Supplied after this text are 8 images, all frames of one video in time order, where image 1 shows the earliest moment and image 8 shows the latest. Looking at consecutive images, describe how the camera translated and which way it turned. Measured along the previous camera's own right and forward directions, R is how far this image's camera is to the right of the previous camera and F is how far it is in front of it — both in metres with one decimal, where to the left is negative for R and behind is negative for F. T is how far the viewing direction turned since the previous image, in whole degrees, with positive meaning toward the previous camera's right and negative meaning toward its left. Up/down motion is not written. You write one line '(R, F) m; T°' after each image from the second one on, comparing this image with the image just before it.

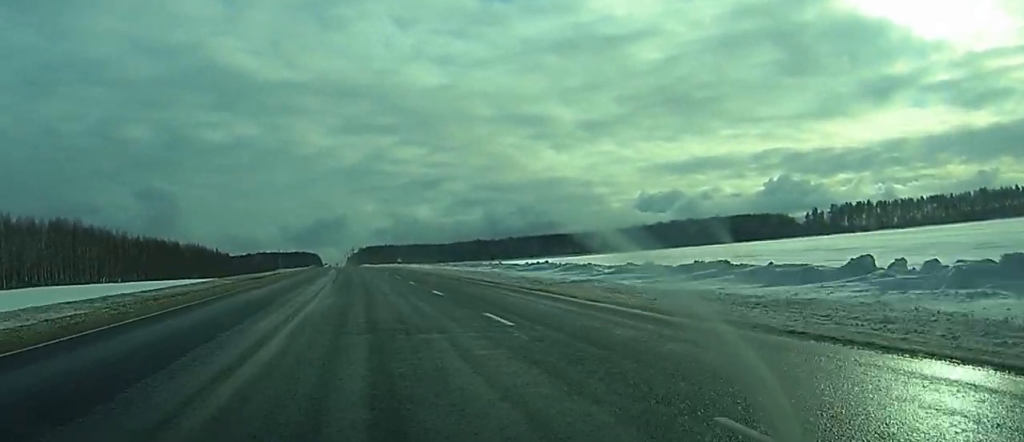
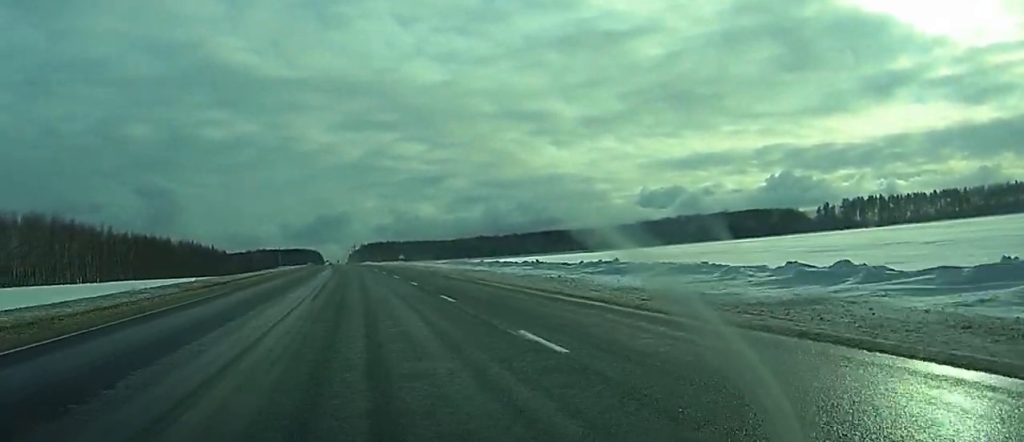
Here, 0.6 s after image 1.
(+0.2, +16.4) m; 0°
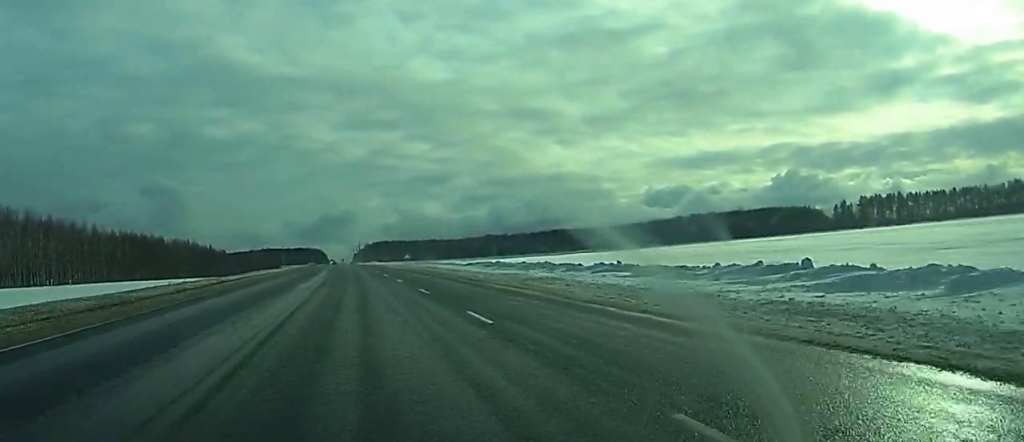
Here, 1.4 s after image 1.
(-0.3, +19.0) m; -1°
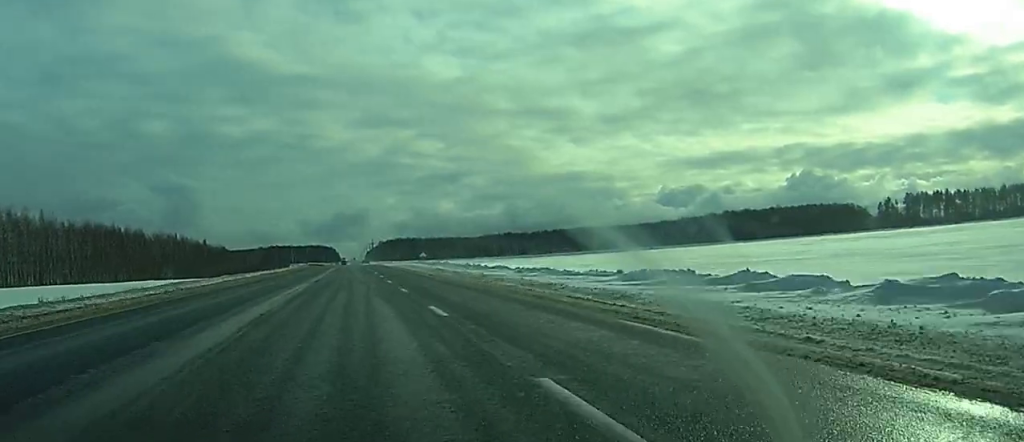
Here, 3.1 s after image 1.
(-0.5, +45.3) m; -1°
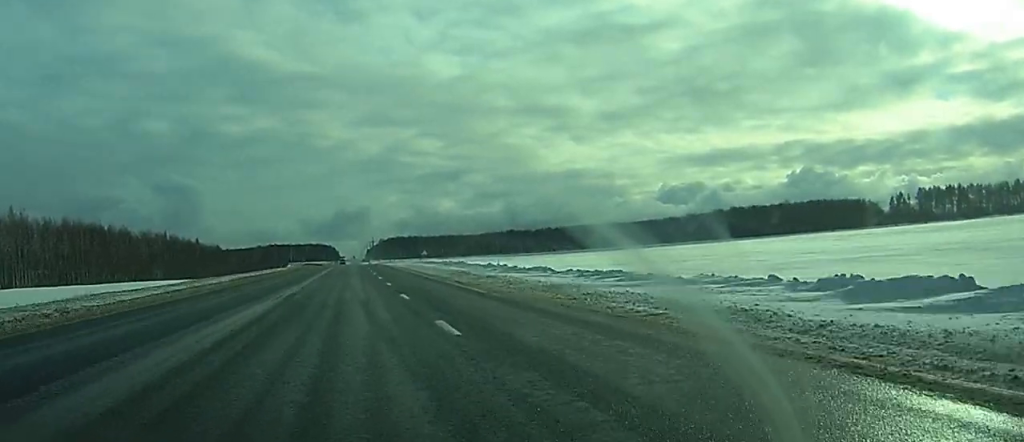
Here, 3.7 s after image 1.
(0.0, +15.8) m; 0°
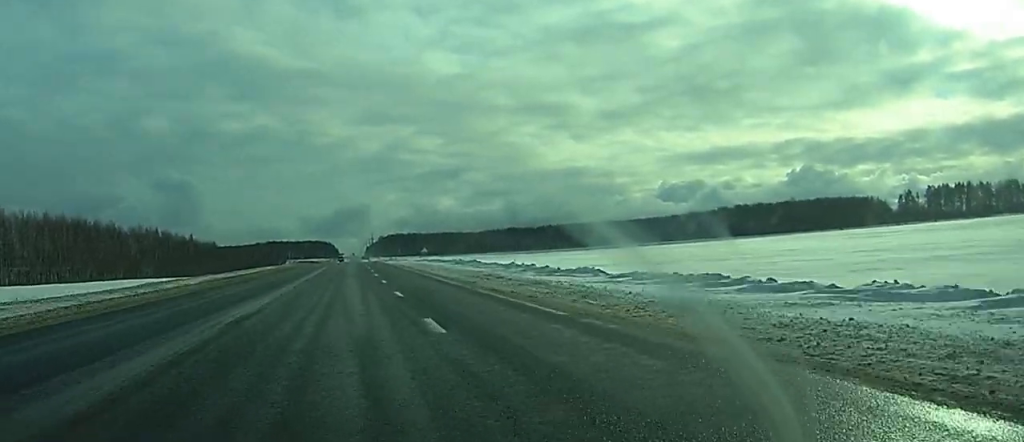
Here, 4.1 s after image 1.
(0.0, +11.4) m; 0°
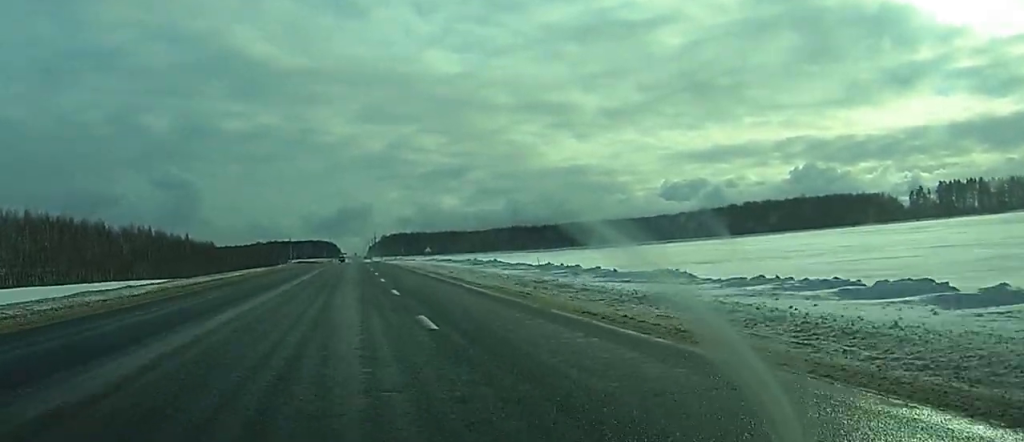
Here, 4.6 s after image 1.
(0.0, +11.4) m; 0°
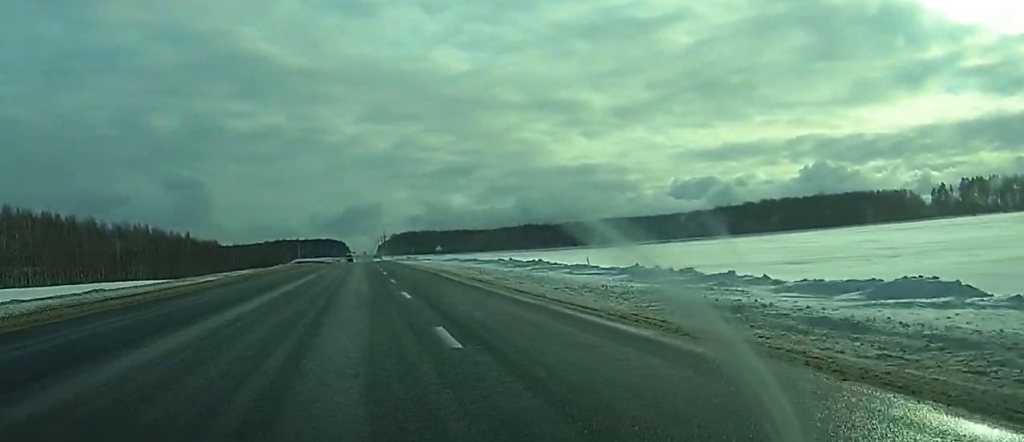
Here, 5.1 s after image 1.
(0.0, +15.0) m; 0°
